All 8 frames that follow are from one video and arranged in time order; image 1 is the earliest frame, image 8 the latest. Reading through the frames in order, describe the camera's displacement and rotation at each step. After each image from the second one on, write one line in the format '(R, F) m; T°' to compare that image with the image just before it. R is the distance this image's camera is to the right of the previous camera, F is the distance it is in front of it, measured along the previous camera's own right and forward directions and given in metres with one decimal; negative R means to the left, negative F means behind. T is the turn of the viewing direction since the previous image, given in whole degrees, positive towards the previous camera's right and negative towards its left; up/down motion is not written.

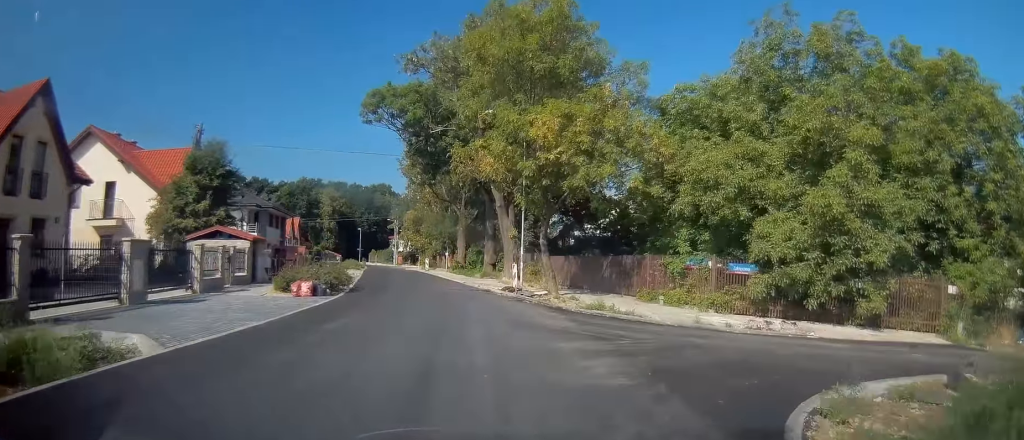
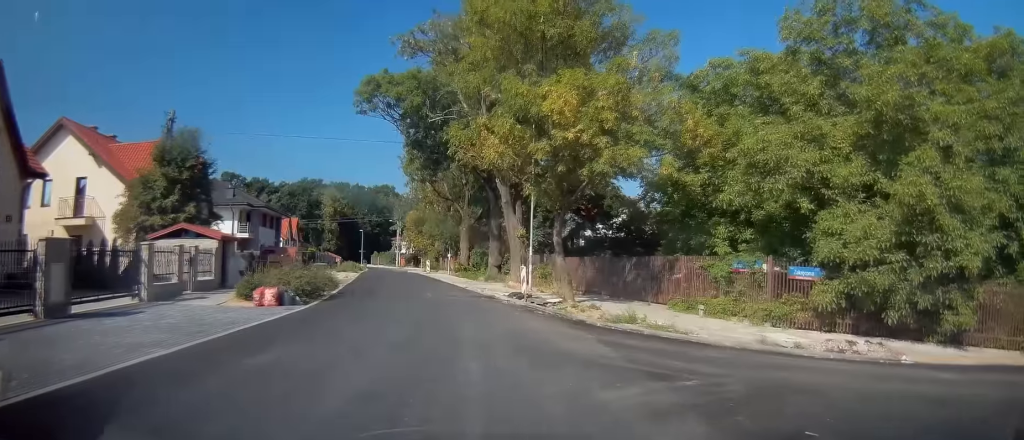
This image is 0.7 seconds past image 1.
(+0.2, +3.6) m; +1°
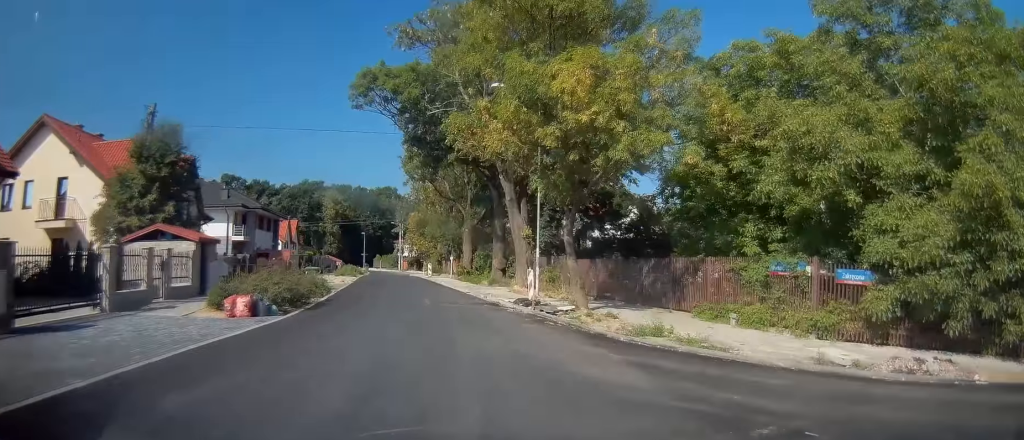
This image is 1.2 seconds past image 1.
(0.0, +2.1) m; -2°
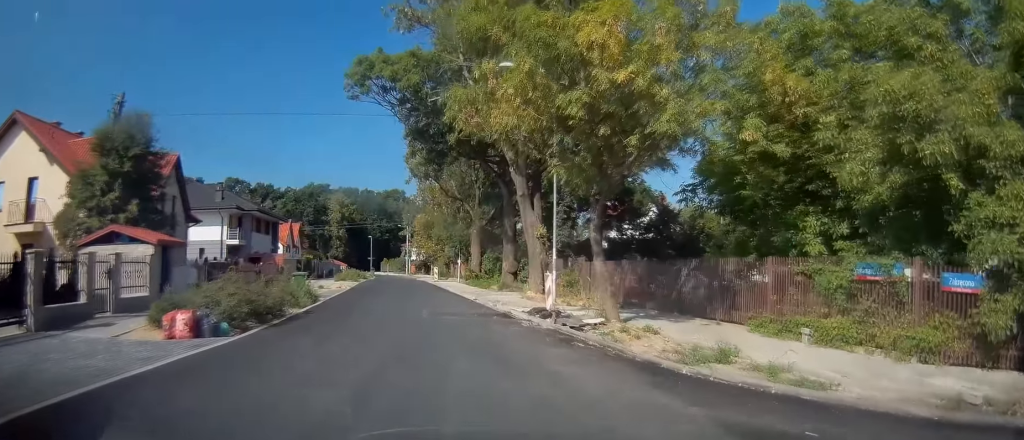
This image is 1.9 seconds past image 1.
(-0.1, +3.3) m; -2°
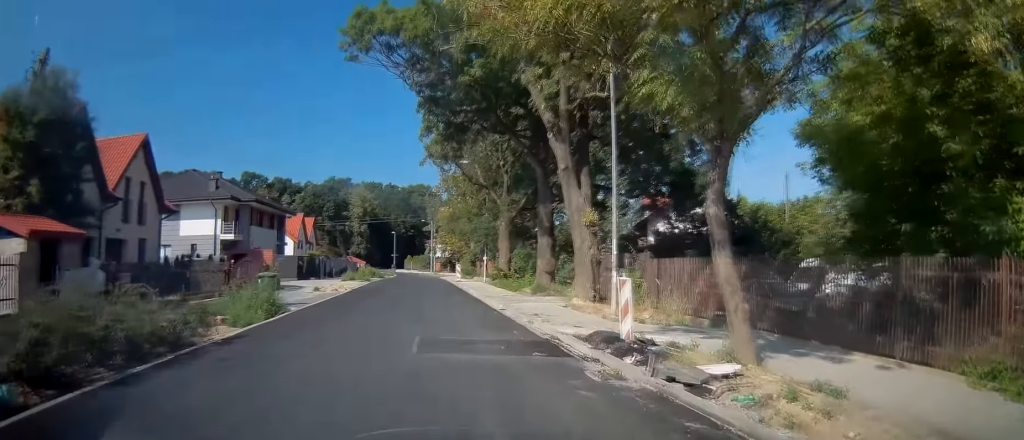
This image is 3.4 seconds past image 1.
(+0.1, +6.9) m; 0°
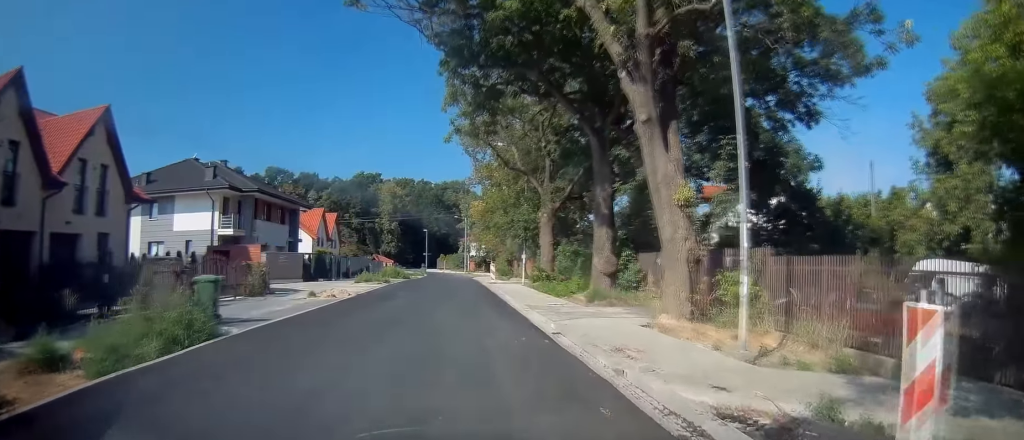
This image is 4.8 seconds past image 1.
(-0.5, +6.4) m; -6°
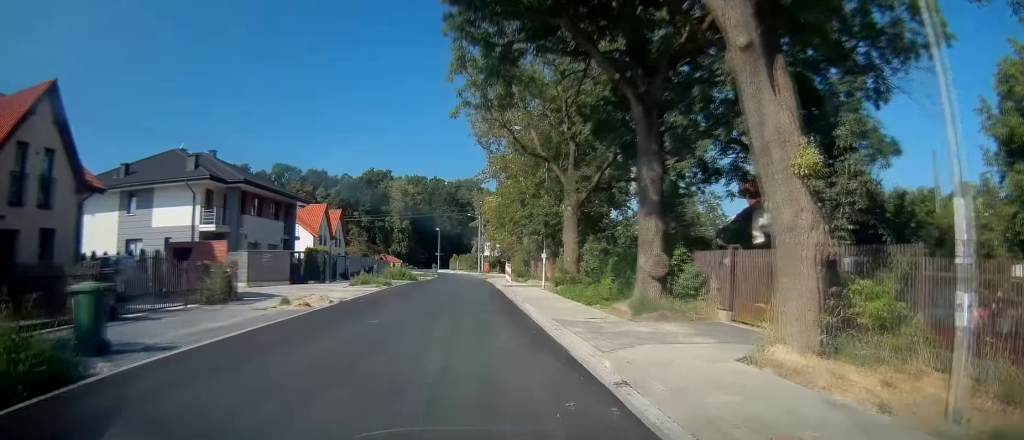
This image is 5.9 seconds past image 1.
(0.0, +4.7) m; -1°
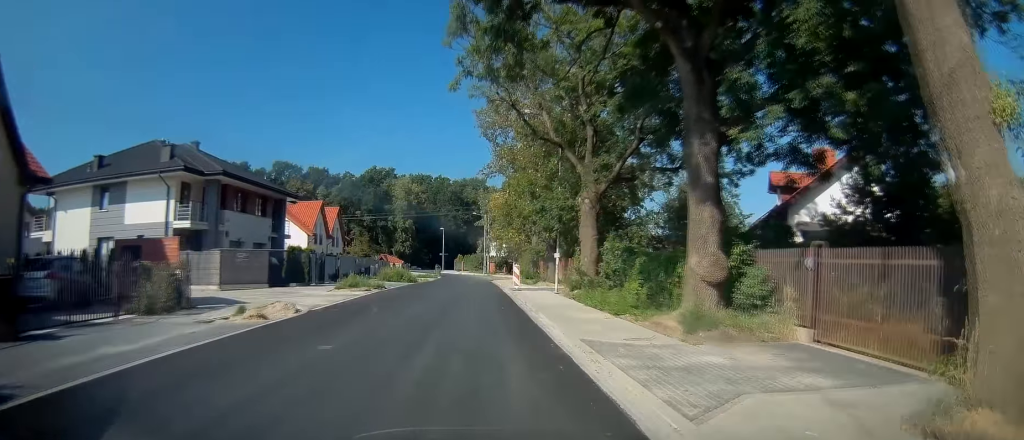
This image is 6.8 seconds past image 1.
(0.0, +3.9) m; +2°
